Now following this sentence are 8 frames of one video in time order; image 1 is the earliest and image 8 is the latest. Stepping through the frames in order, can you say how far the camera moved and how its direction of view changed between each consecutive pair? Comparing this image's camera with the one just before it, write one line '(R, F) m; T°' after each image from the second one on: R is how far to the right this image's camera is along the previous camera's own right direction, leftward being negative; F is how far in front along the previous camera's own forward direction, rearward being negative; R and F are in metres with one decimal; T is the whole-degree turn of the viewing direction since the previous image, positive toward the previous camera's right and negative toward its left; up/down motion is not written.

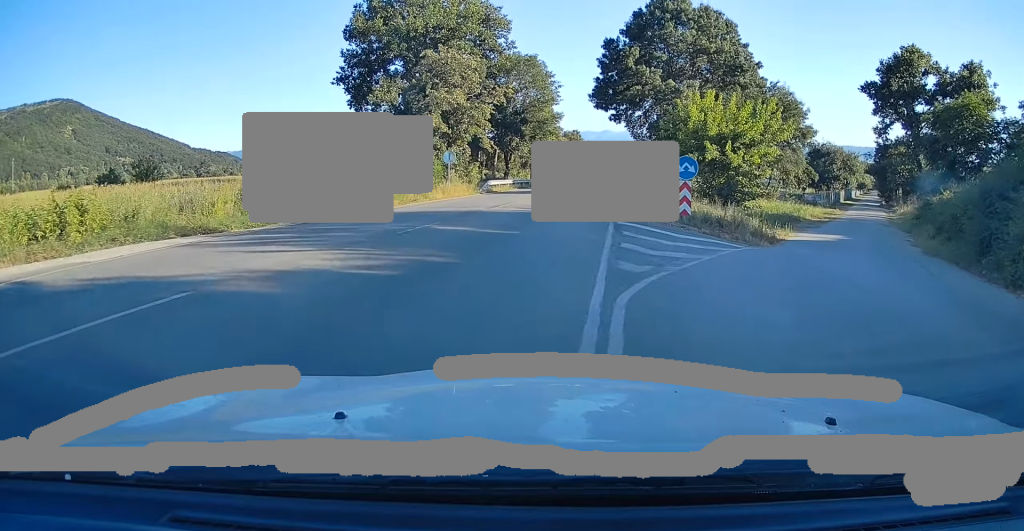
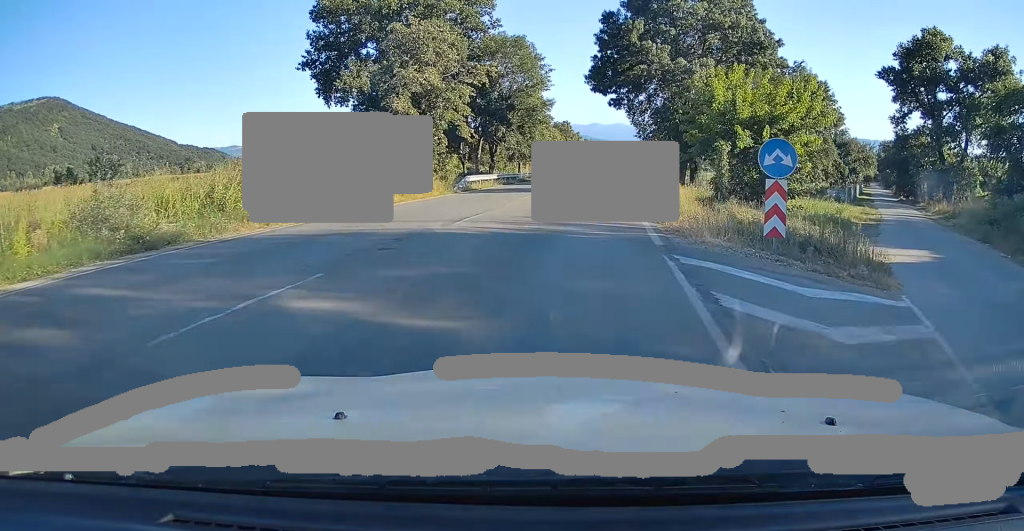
(+1.0, +7.5) m; +3°
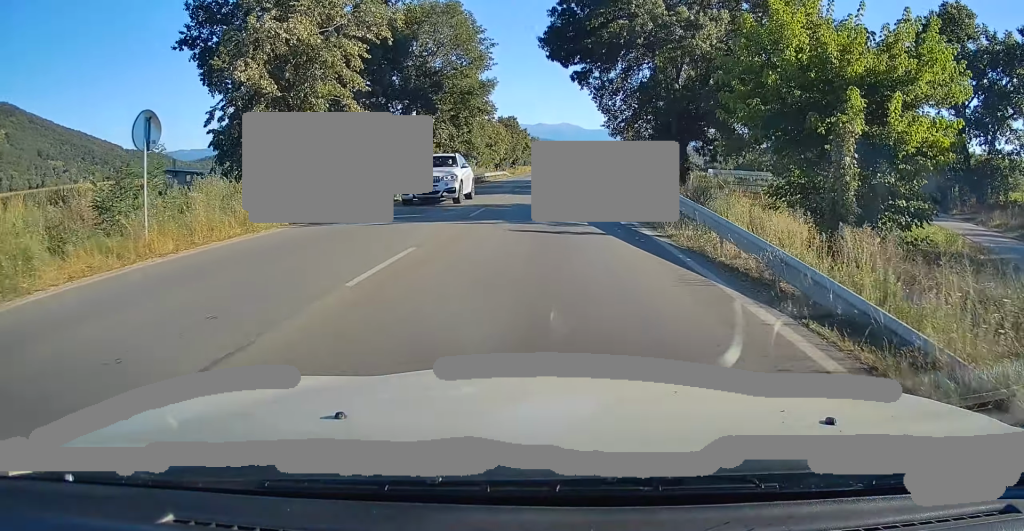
(-1.1, +15.8) m; -2°
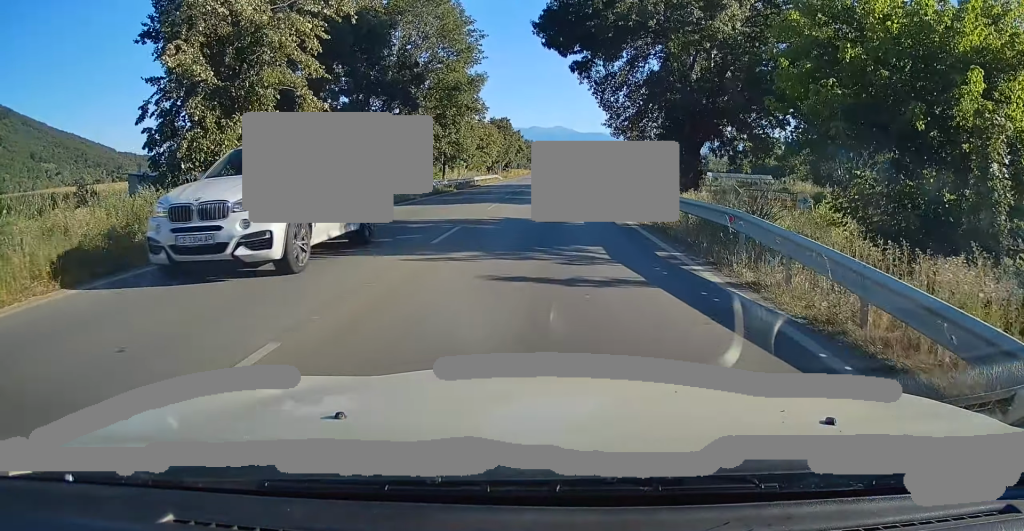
(+0.1, +5.1) m; +1°
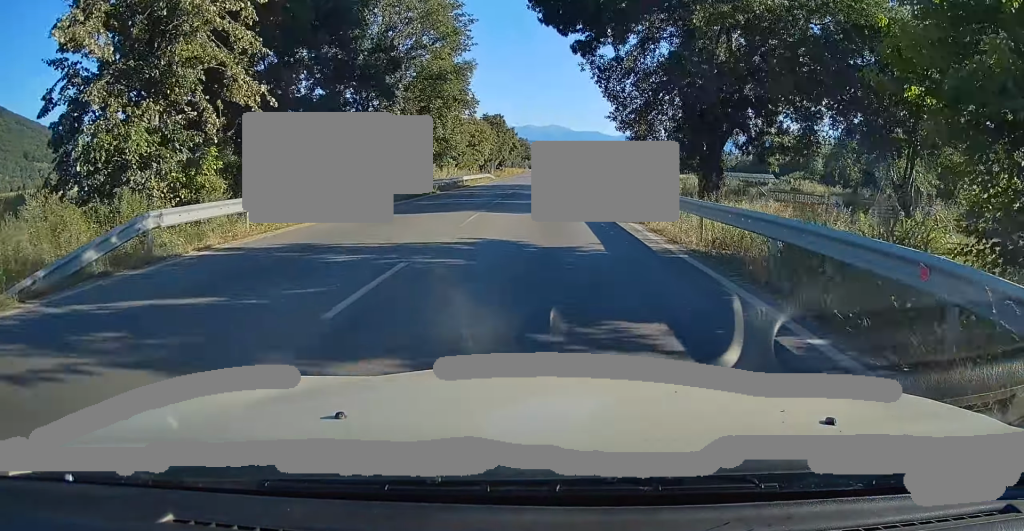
(0.0, +5.1) m; +1°
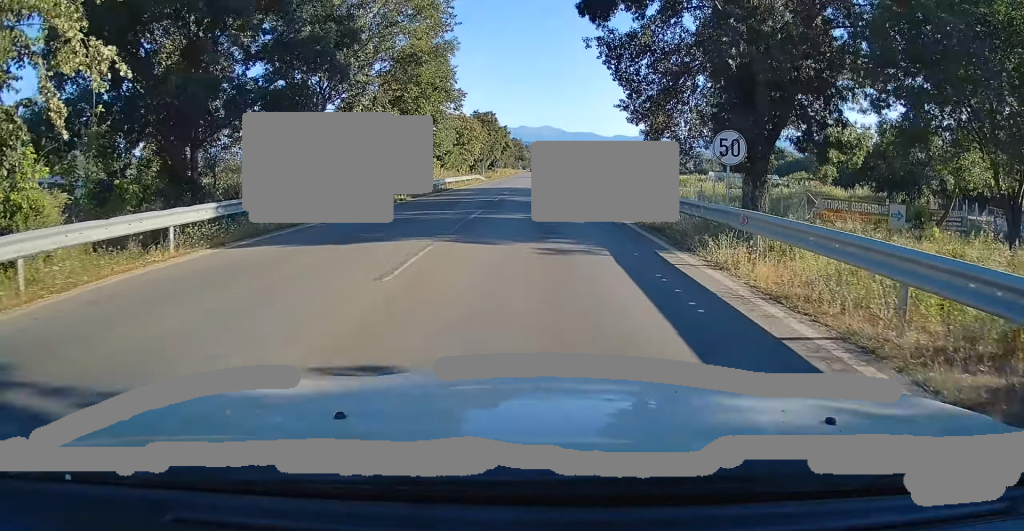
(+0.2, +7.1) m; 0°
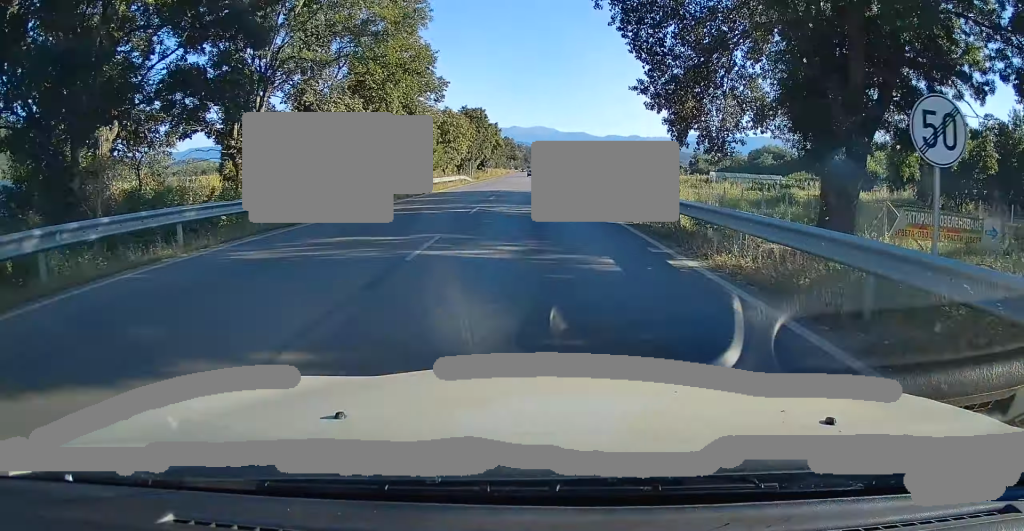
(0.0, +7.1) m; 0°
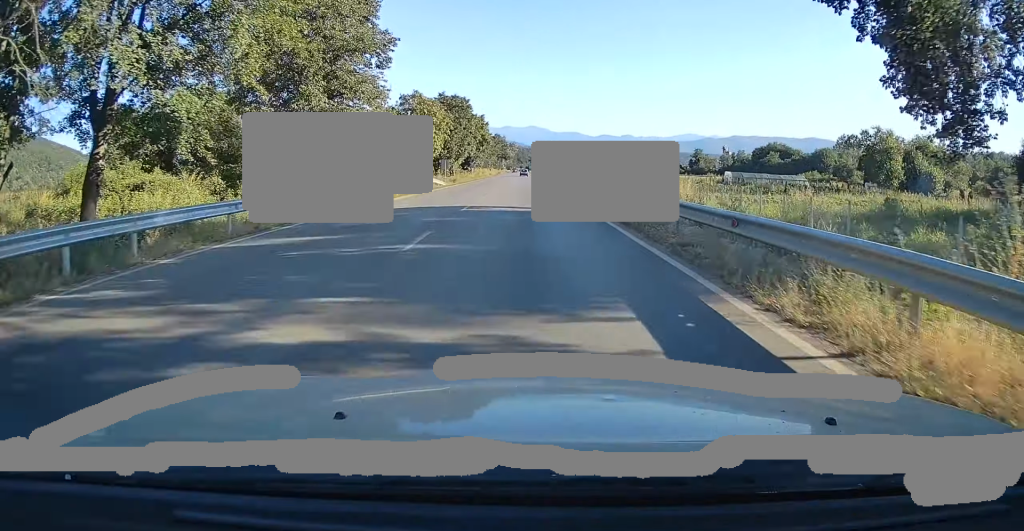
(+0.1, +16.2) m; +1°
